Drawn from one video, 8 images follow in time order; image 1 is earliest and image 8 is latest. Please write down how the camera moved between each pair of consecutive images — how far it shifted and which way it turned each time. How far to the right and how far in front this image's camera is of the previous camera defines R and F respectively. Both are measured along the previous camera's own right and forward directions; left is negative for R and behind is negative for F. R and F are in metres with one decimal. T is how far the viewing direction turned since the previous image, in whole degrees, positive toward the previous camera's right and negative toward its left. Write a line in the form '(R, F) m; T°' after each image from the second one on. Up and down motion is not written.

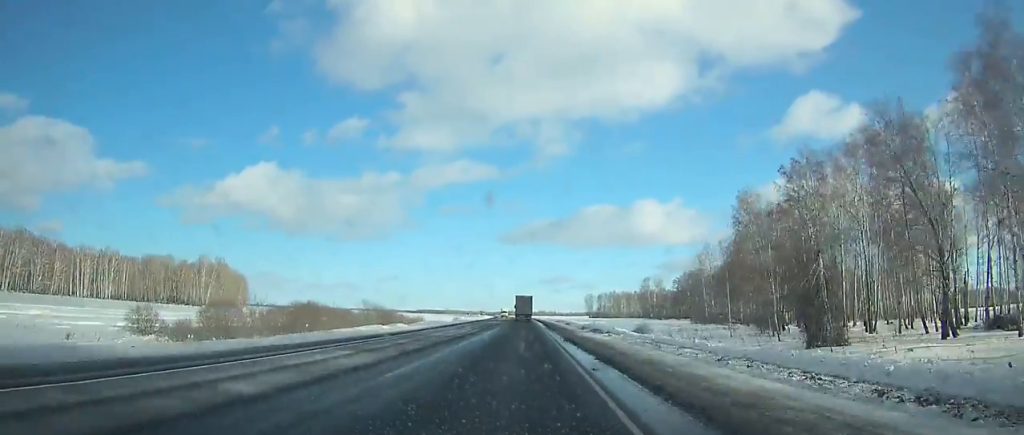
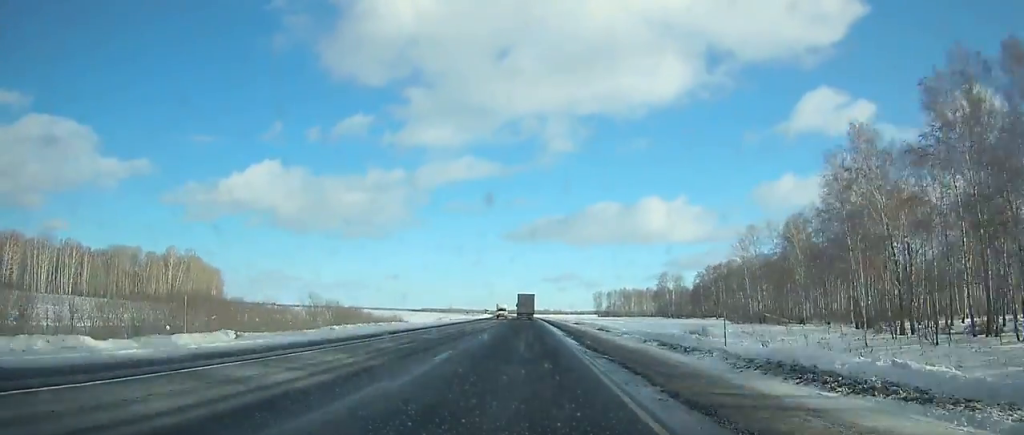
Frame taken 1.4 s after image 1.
(-0.1, +33.5) m; 0°
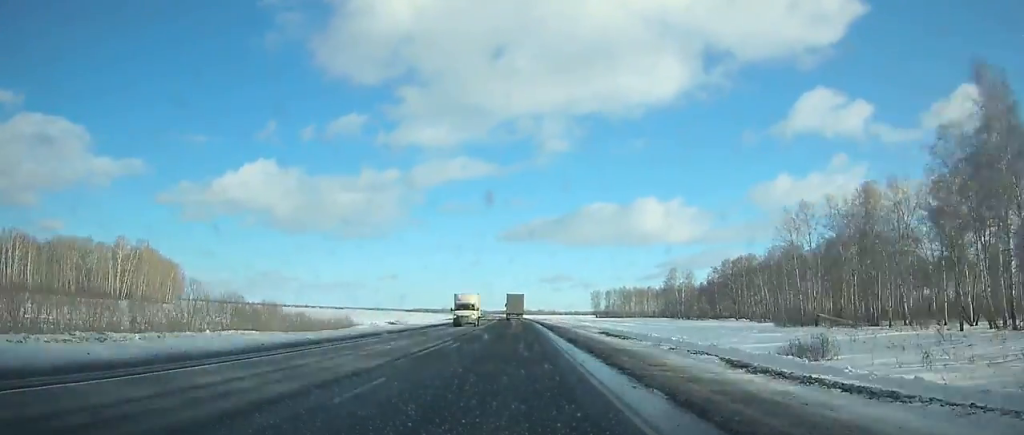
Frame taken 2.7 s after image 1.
(+0.1, +31.1) m; 0°
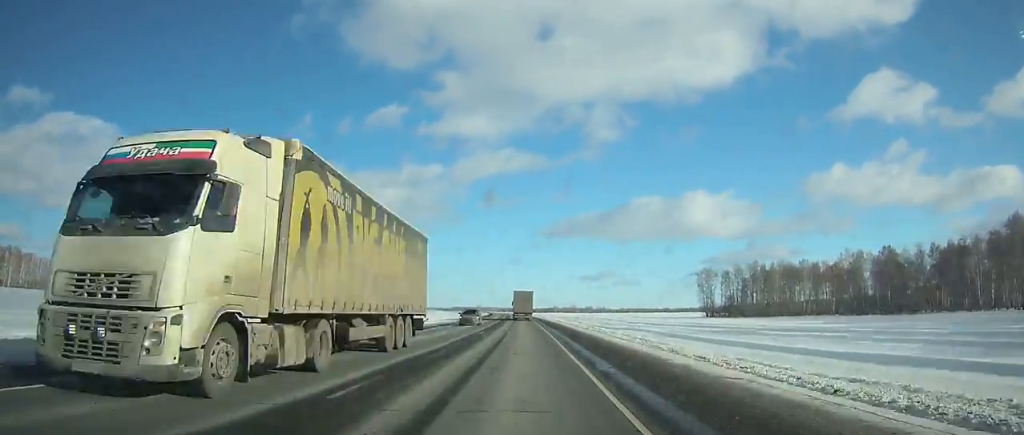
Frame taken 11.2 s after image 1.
(-6.0, +199.0) m; -4°
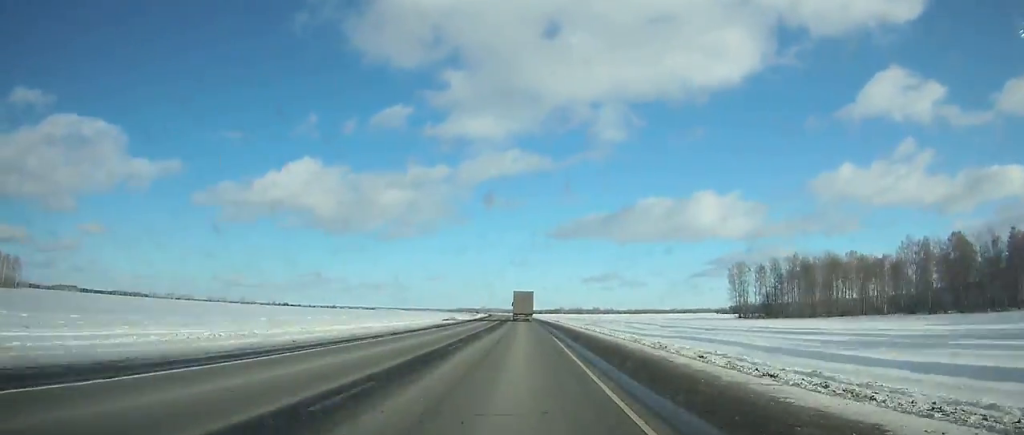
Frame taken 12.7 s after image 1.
(-0.2, +34.9) m; -1°
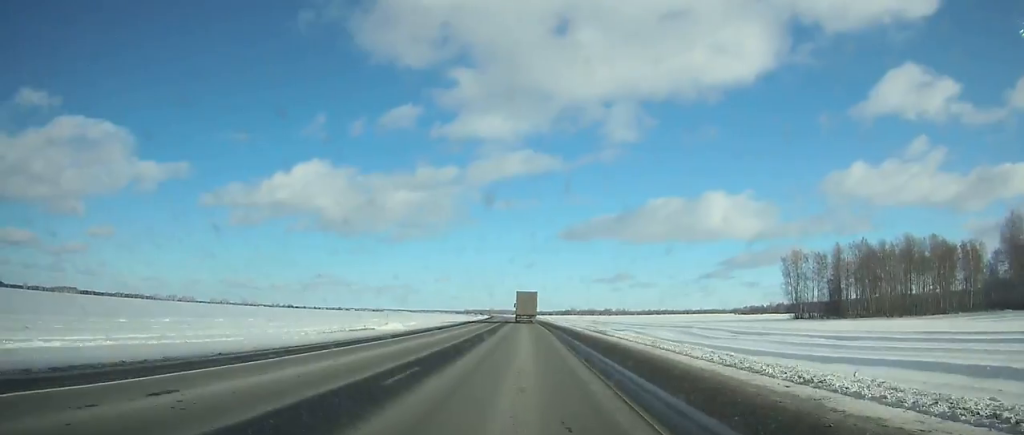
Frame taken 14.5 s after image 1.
(-0.4, +42.9) m; -1°
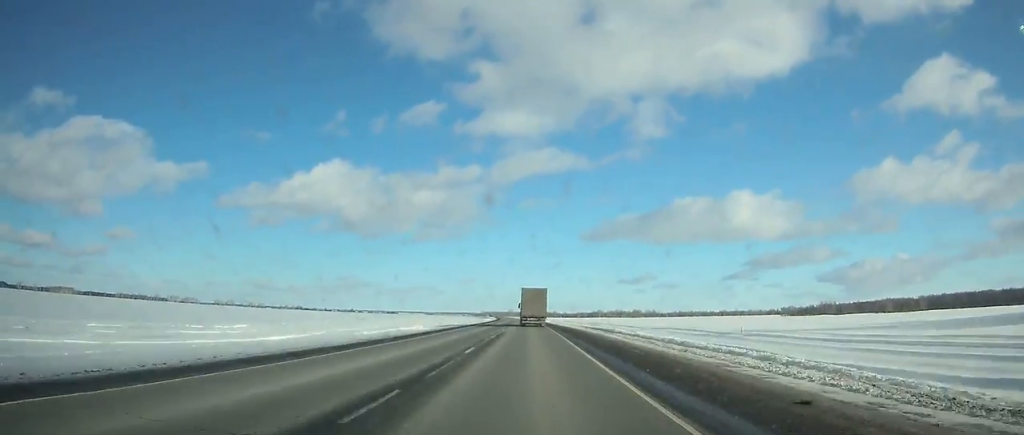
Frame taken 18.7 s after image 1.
(-1.4, +110.0) m; -2°
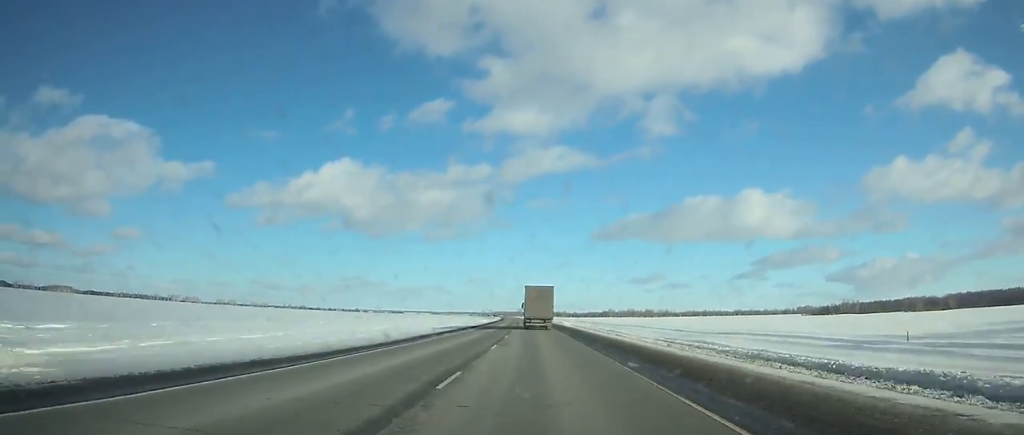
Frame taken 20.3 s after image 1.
(-0.3, +47.1) m; -1°
